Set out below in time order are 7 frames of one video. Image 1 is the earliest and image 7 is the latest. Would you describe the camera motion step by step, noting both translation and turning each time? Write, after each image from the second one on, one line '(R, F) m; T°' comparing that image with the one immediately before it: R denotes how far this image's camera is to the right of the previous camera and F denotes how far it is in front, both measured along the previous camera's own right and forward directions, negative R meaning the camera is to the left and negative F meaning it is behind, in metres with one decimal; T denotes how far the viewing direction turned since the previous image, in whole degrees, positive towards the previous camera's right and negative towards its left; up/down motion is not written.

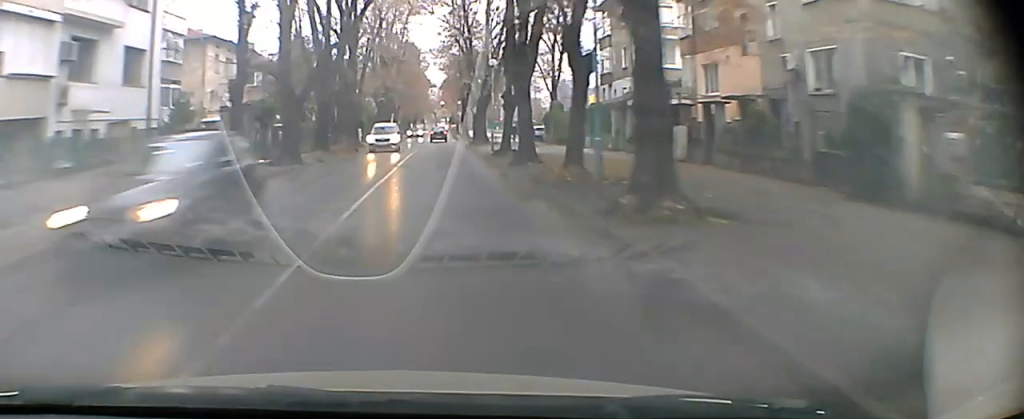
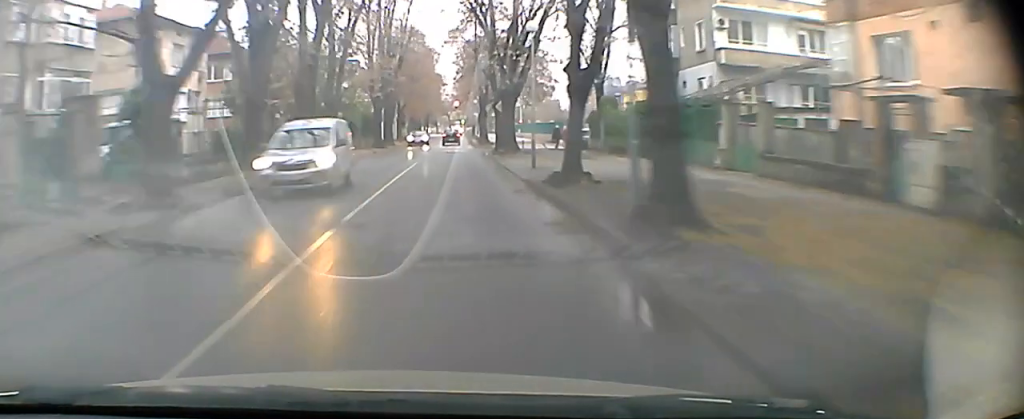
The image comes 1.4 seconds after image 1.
(-0.1, +14.0) m; -1°
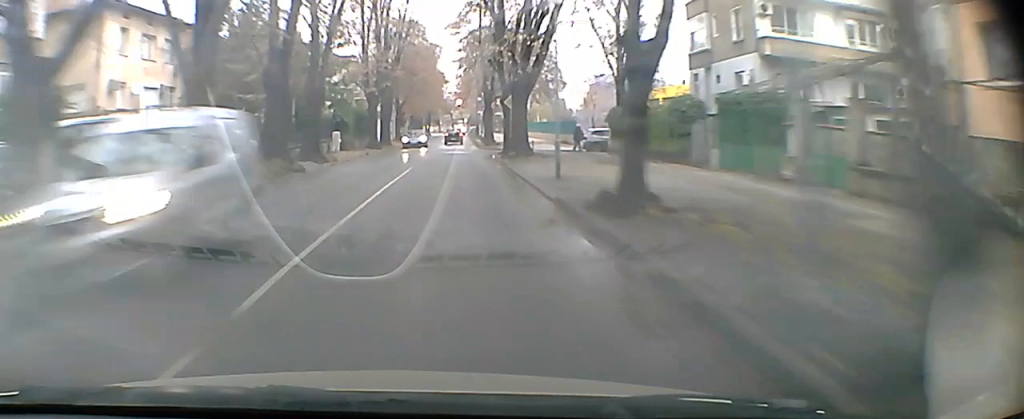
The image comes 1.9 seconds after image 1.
(0.0, +5.1) m; 0°
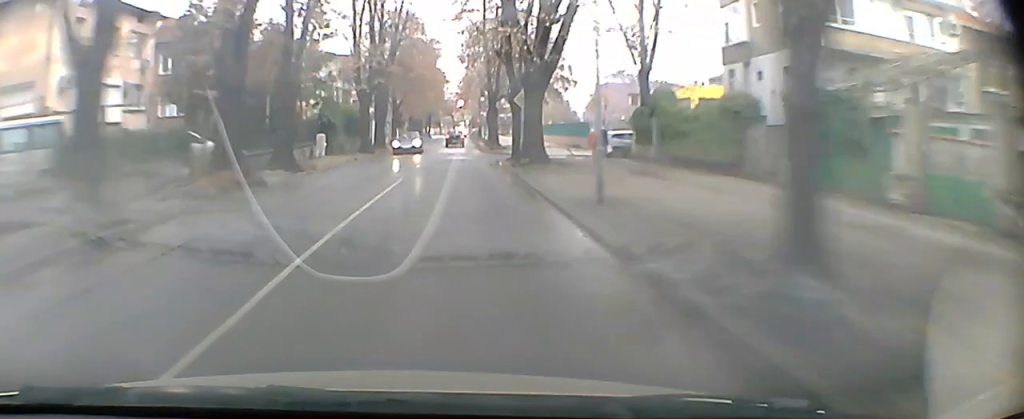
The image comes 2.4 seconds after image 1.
(0.0, +5.2) m; -1°
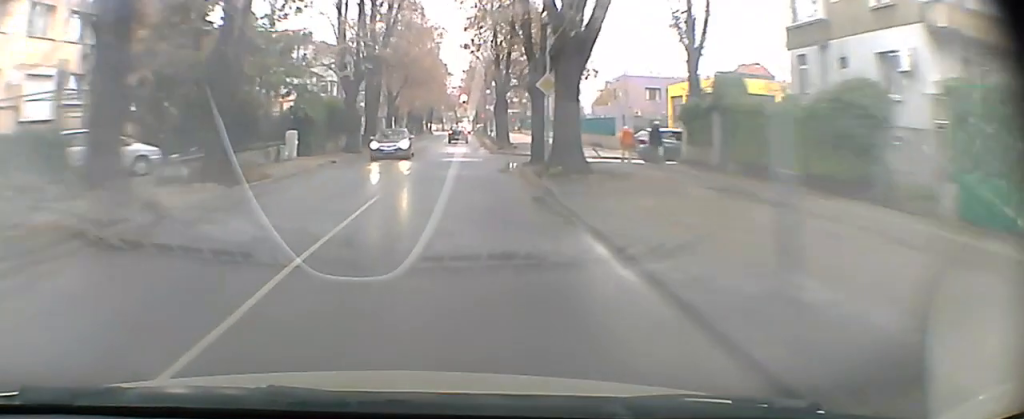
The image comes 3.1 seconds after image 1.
(0.0, +7.3) m; -1°
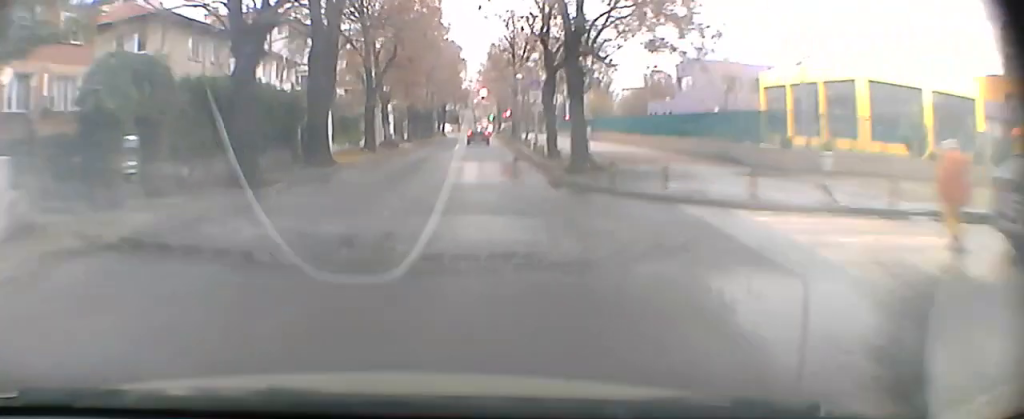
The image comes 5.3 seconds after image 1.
(-0.9, +23.3) m; -3°
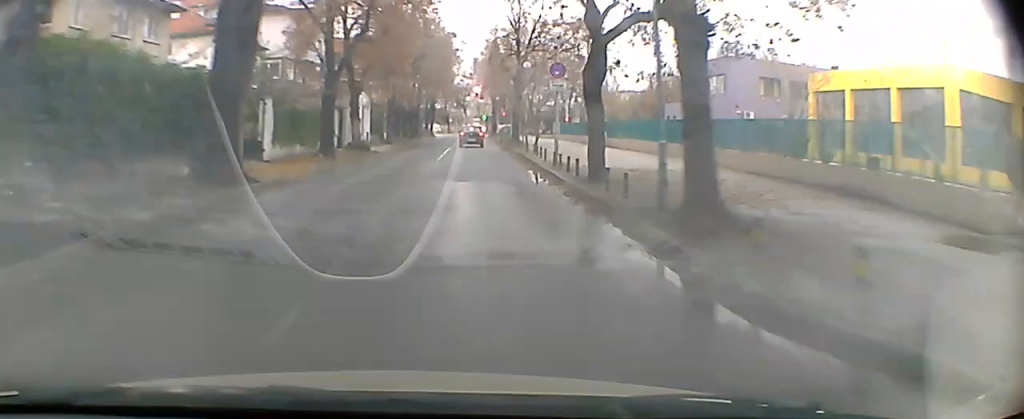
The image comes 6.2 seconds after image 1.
(0.0, +9.6) m; +1°
